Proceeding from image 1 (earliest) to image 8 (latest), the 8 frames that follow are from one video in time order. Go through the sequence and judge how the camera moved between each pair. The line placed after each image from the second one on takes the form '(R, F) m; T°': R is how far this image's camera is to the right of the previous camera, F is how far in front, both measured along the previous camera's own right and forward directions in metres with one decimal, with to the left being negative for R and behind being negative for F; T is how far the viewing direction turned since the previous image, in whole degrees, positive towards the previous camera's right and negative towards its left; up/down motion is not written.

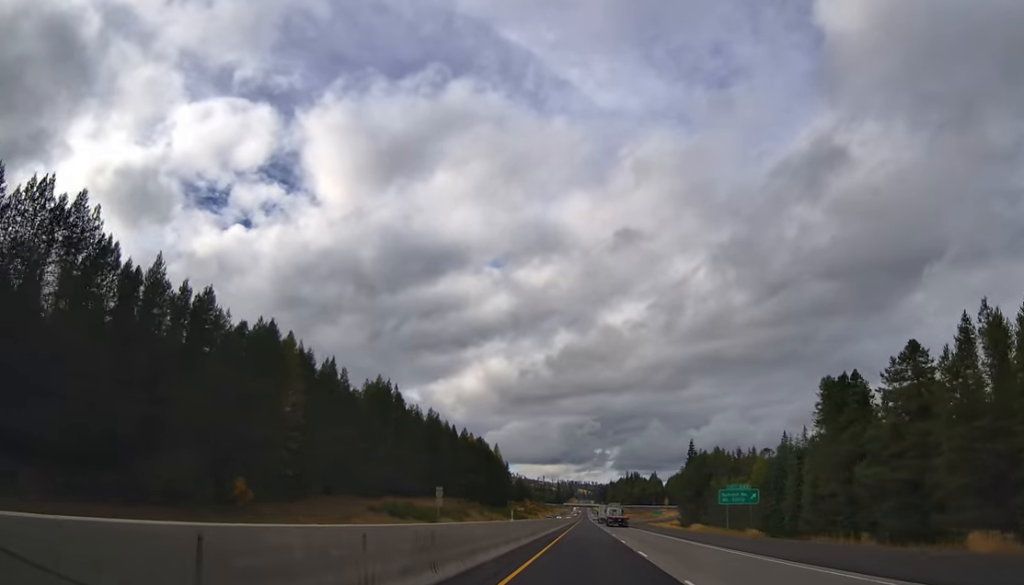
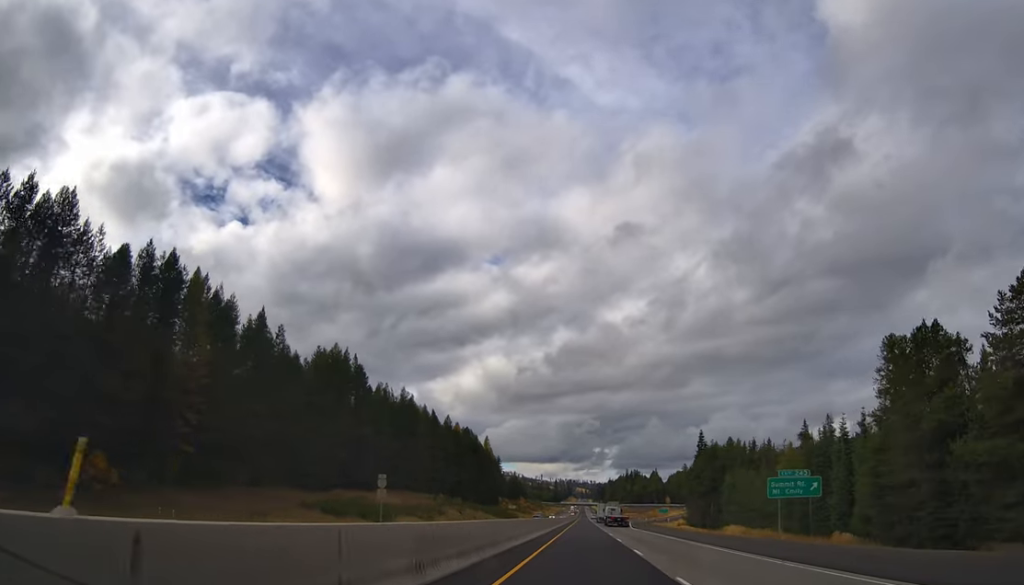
(+0.4, +23.7) m; 0°
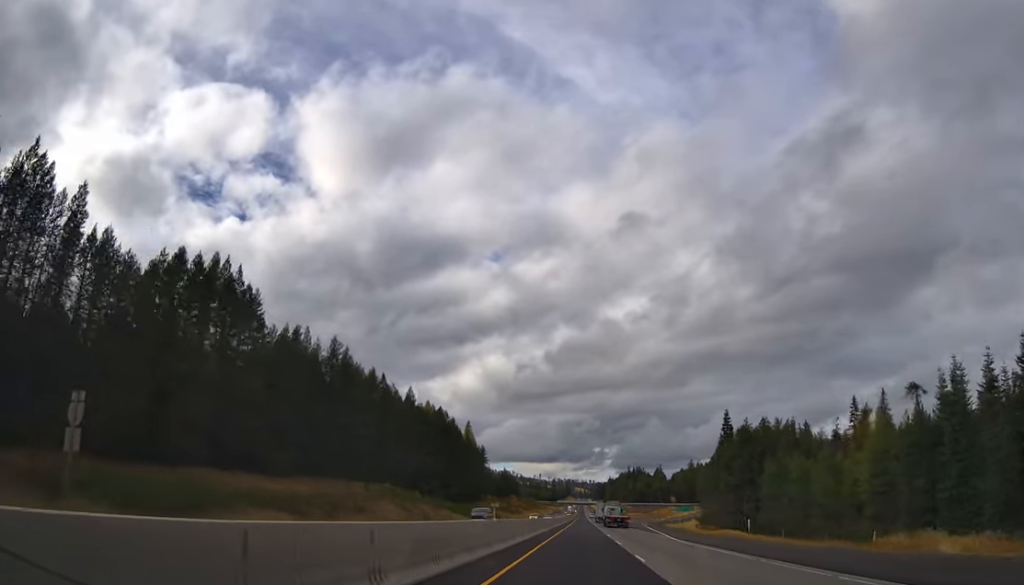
(-0.4, +40.2) m; 0°
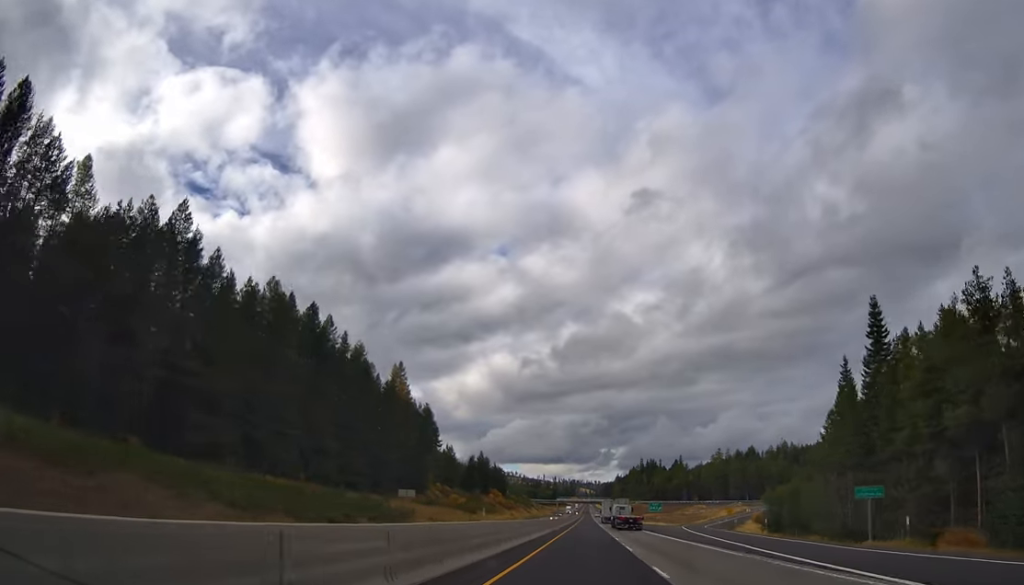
(+0.4, +91.1) m; 0°
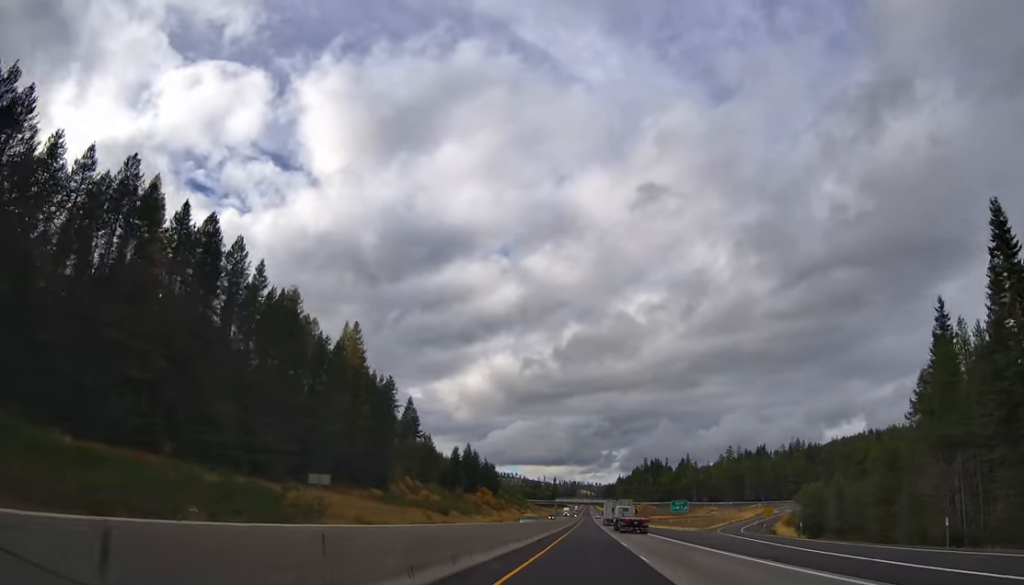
(-0.1, +29.6) m; 0°
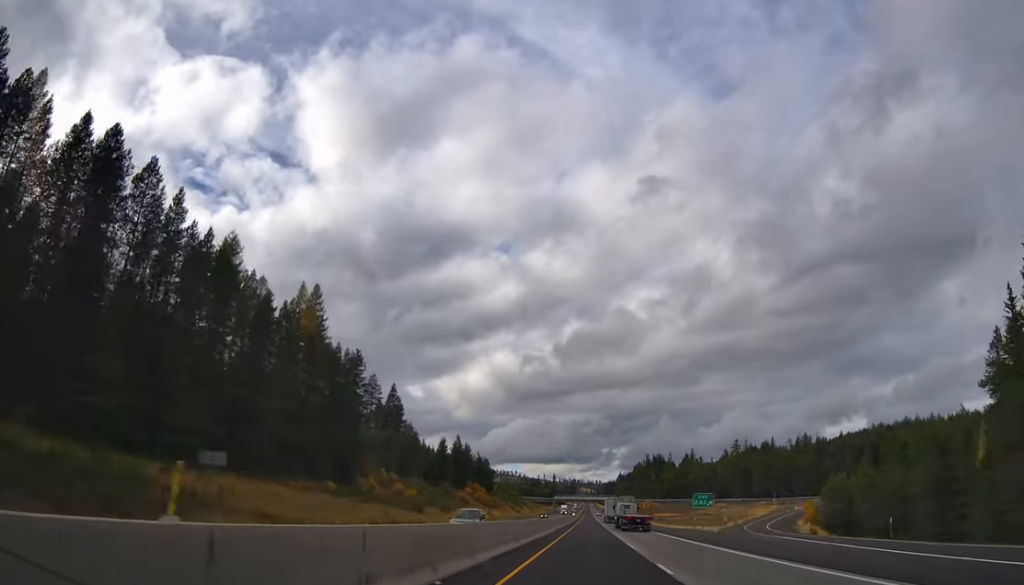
(+0.1, +17.8) m; 0°
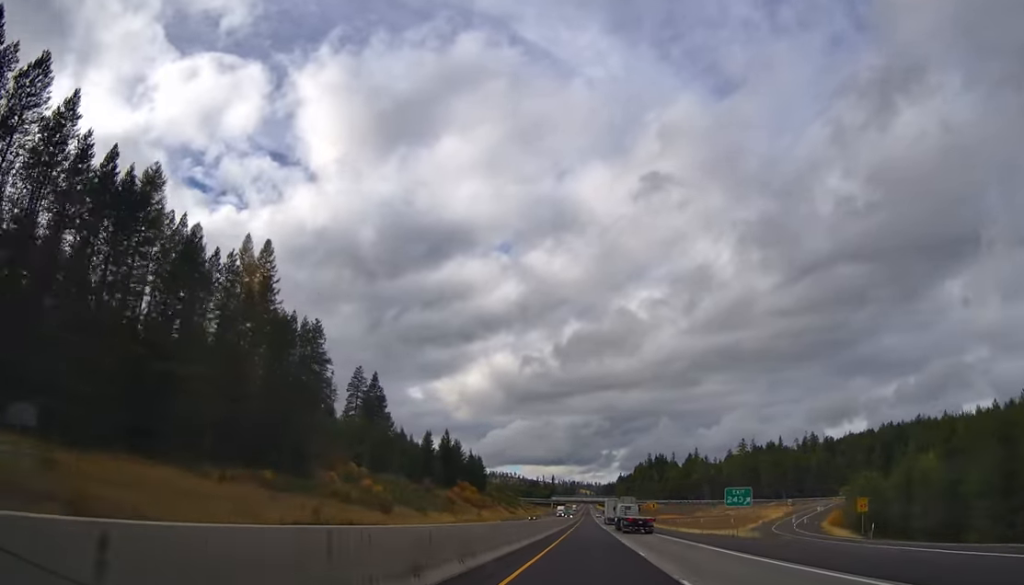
(0.0, +16.6) m; 0°
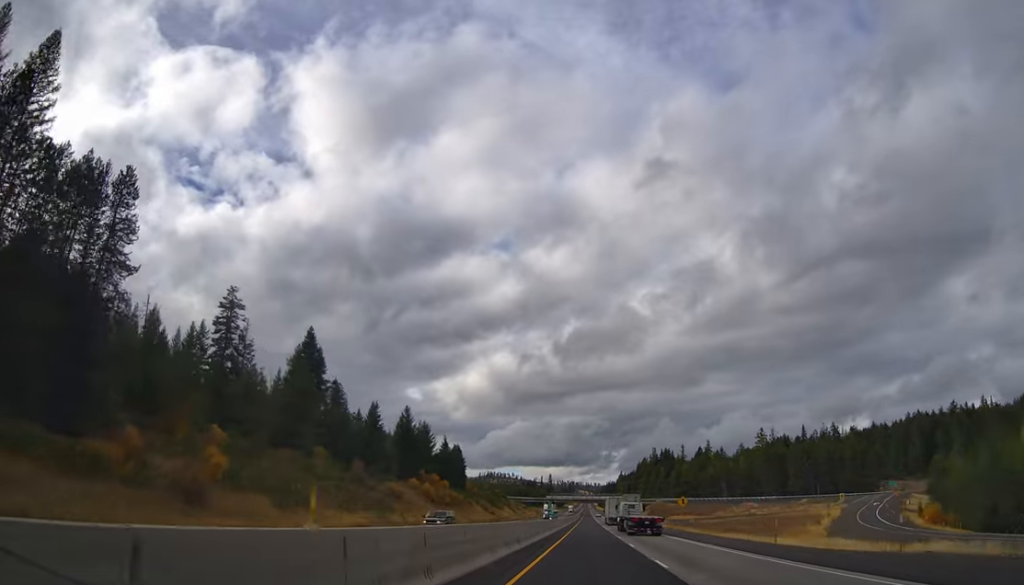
(-0.3, +41.7) m; -1°
